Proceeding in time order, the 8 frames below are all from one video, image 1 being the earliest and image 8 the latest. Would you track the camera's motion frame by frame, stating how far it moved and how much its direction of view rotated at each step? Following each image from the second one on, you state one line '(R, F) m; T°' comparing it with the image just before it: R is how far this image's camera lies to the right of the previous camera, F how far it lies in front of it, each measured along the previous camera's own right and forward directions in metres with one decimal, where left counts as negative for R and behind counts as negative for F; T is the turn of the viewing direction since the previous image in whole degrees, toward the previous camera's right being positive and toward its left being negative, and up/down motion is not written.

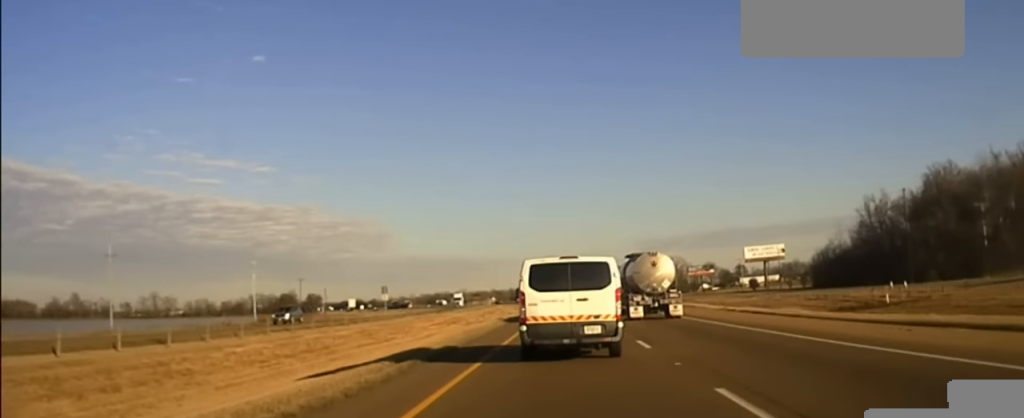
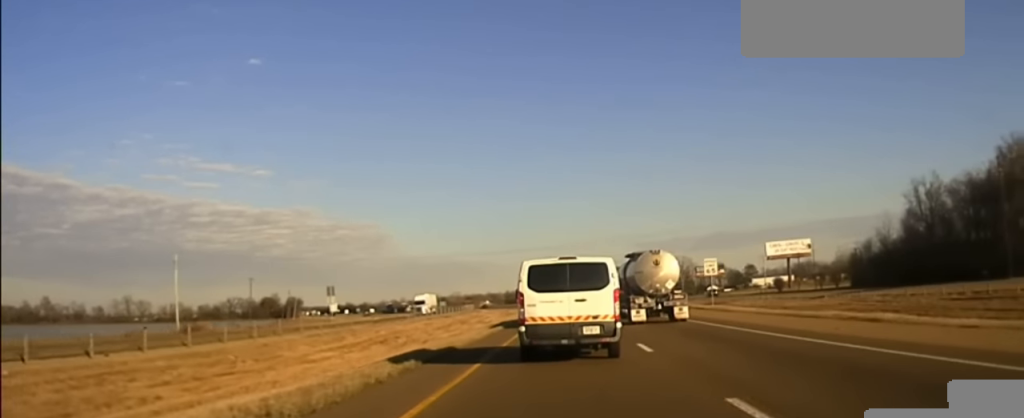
(+0.1, +37.0) m; +1°
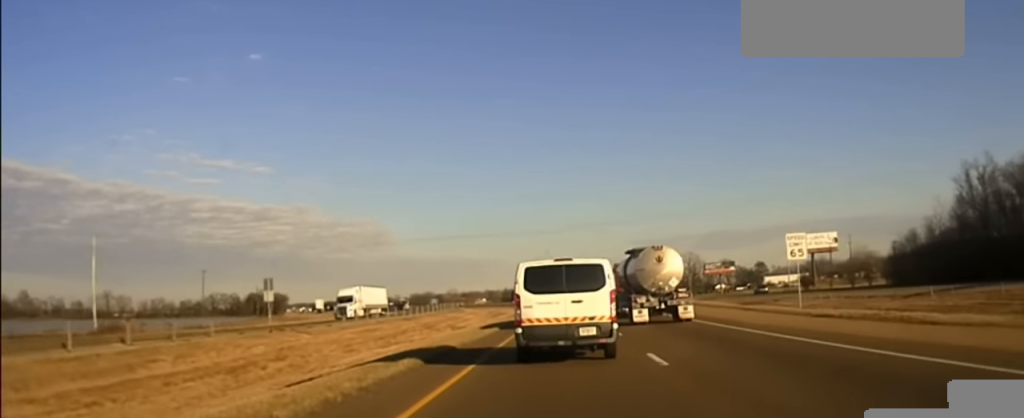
(+0.5, +27.5) m; 0°
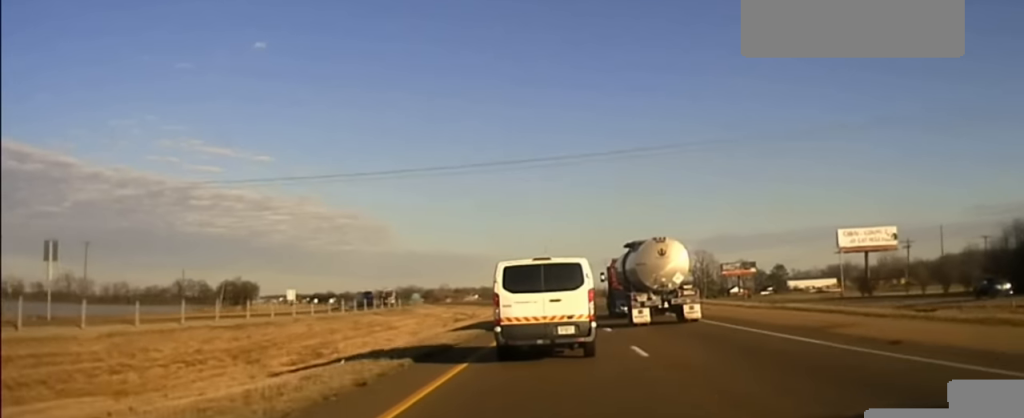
(-0.3, +47.3) m; 0°
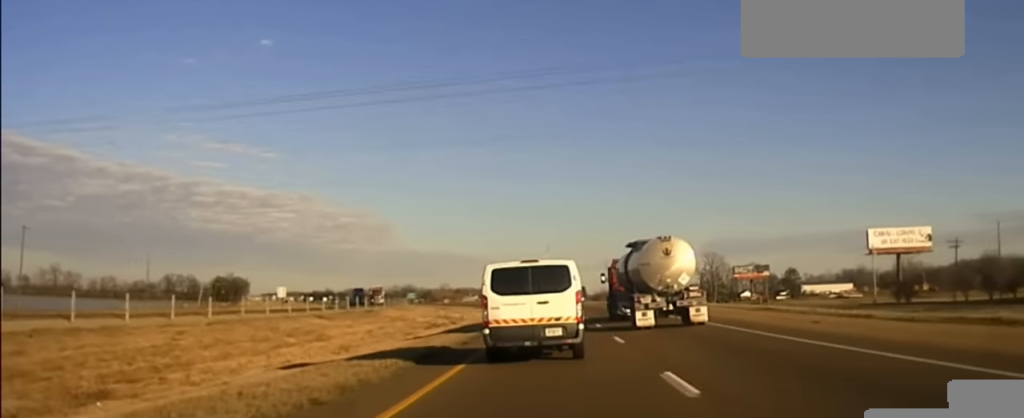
(+0.2, +19.8) m; 0°
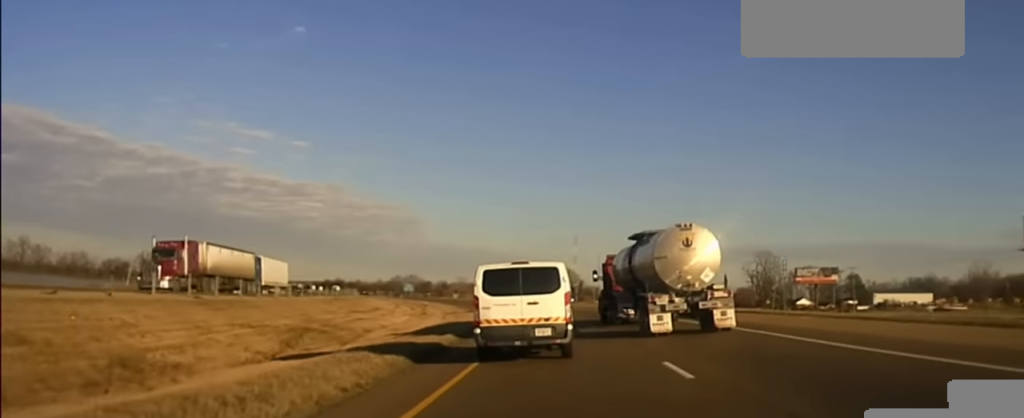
(-0.9, +57.2) m; -2°
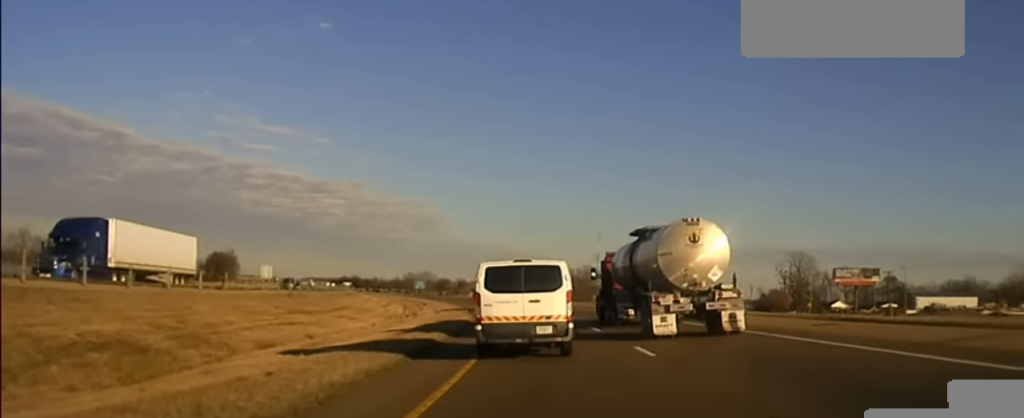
(-0.4, +21.4) m; -1°
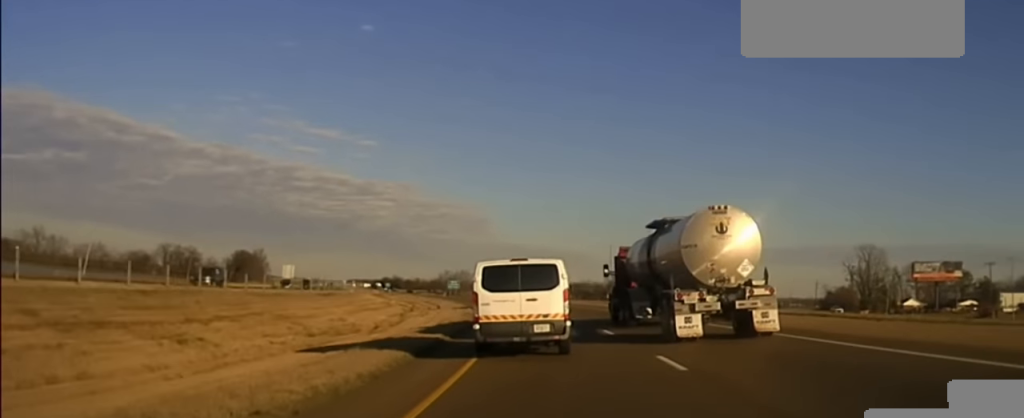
(-0.4, +27.1) m; -2°
